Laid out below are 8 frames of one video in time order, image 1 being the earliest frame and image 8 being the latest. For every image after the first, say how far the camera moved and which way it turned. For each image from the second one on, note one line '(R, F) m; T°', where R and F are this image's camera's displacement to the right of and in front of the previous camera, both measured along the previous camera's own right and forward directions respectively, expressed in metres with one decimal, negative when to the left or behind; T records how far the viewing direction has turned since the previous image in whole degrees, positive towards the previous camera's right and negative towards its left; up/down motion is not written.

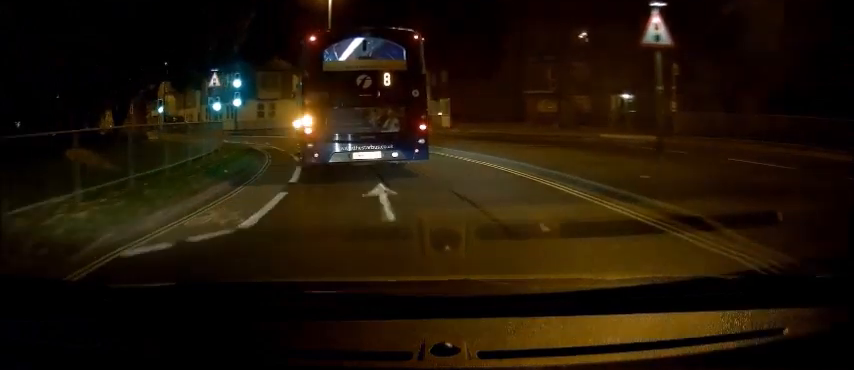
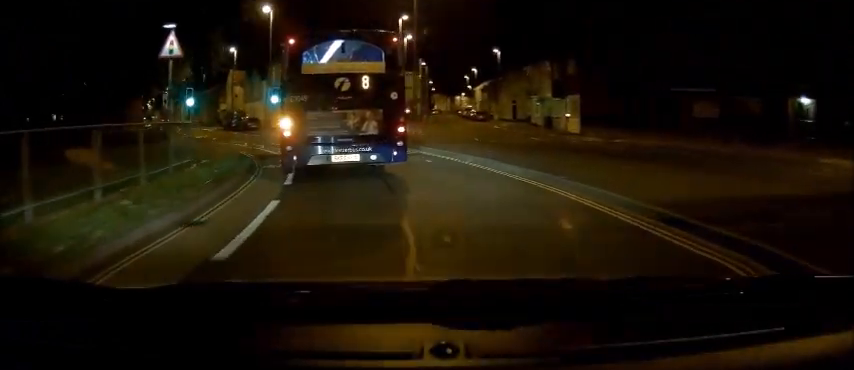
(-2.4, +12.5) m; -16°
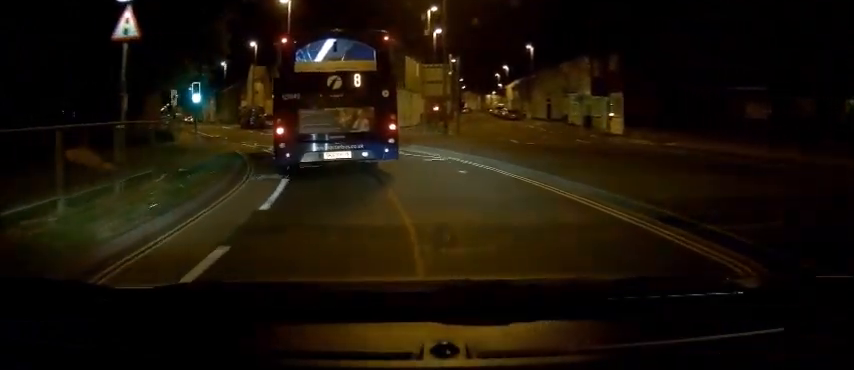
(0.0, +3.5) m; 0°
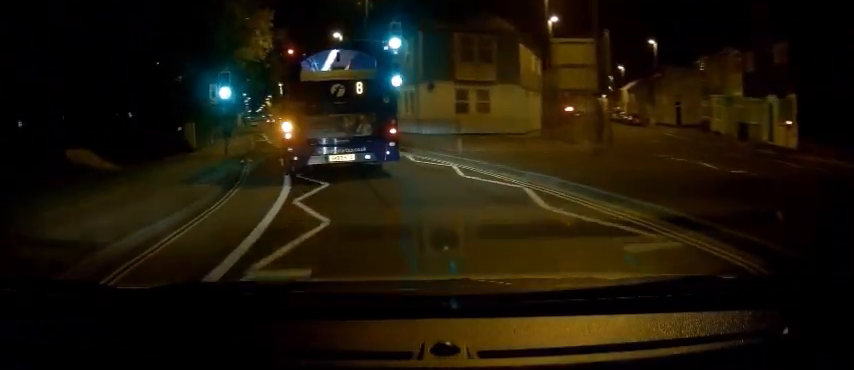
(0.0, +10.2) m; -3°
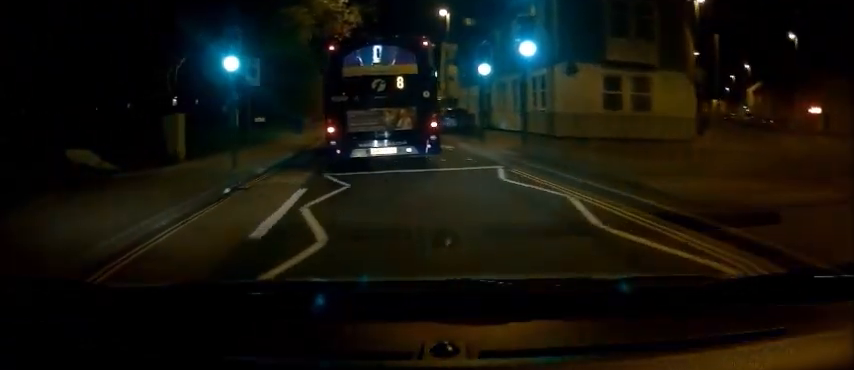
(-0.5, +9.8) m; -13°
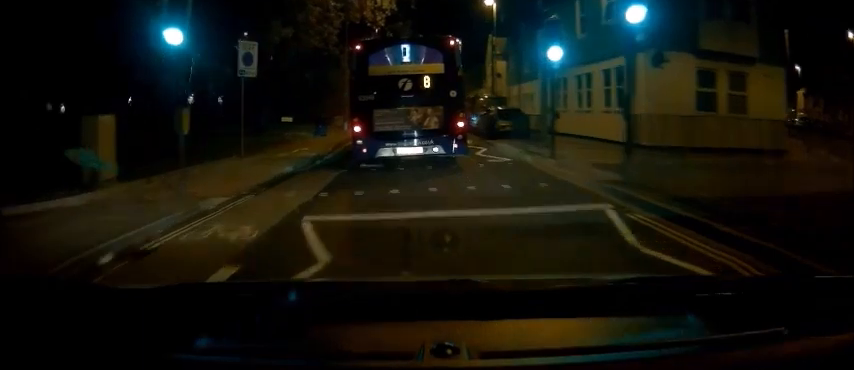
(-0.6, +5.0) m; -7°
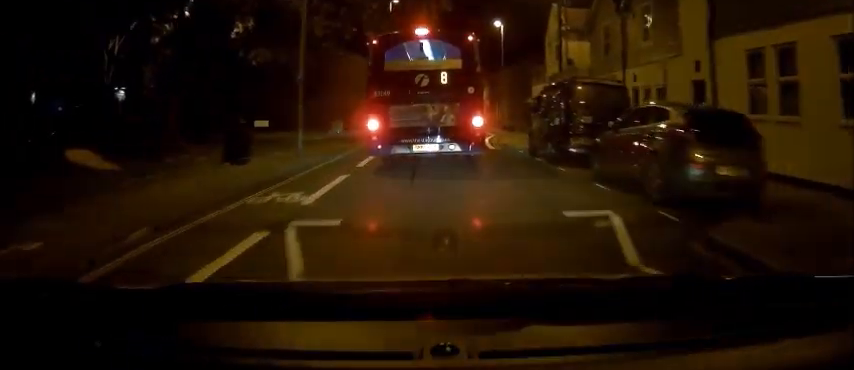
(-1.7, +16.2) m; -6°
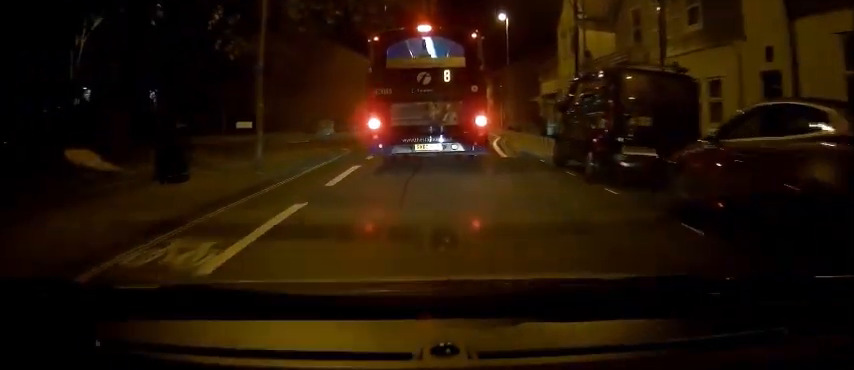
(+0.2, +3.9) m; 0°
